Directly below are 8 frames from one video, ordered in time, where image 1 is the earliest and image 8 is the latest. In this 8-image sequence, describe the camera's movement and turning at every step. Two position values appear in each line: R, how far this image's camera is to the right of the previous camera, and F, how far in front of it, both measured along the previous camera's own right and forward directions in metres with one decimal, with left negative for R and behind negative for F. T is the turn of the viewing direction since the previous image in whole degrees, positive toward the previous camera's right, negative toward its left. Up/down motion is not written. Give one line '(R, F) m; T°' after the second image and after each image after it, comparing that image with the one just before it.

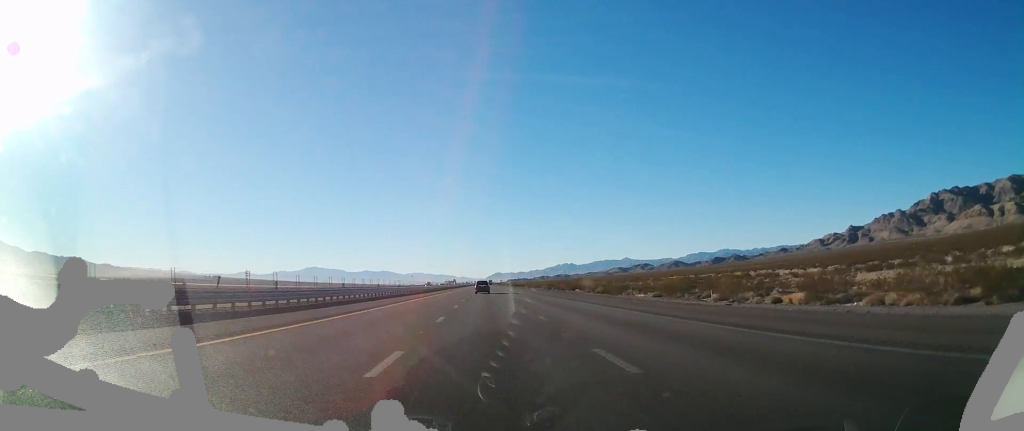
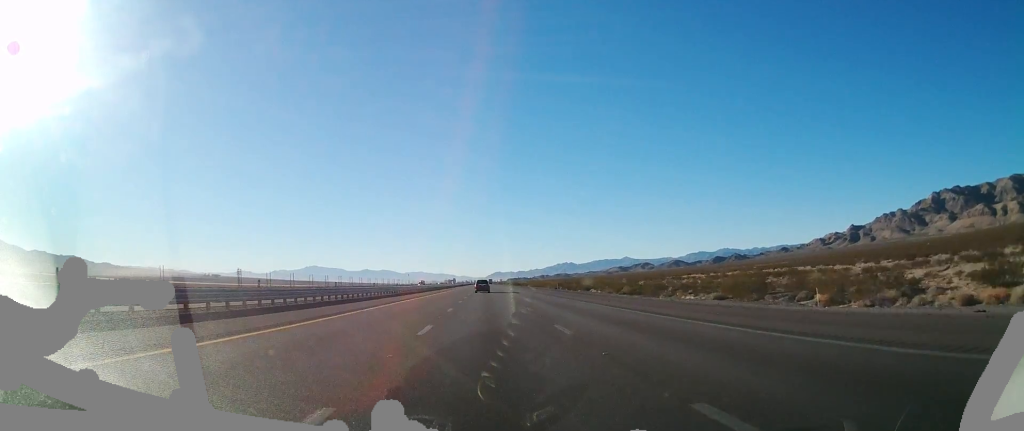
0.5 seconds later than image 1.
(0.0, +17.8) m; 0°
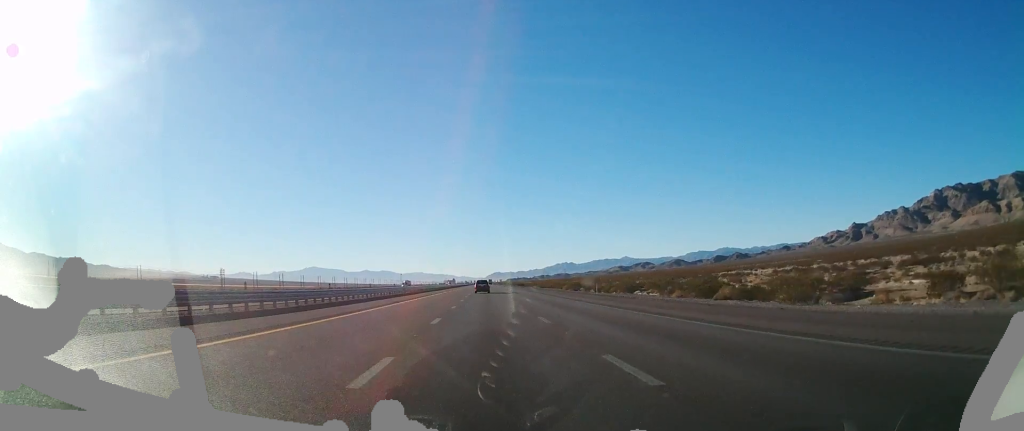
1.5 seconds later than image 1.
(0.0, +32.3) m; 0°
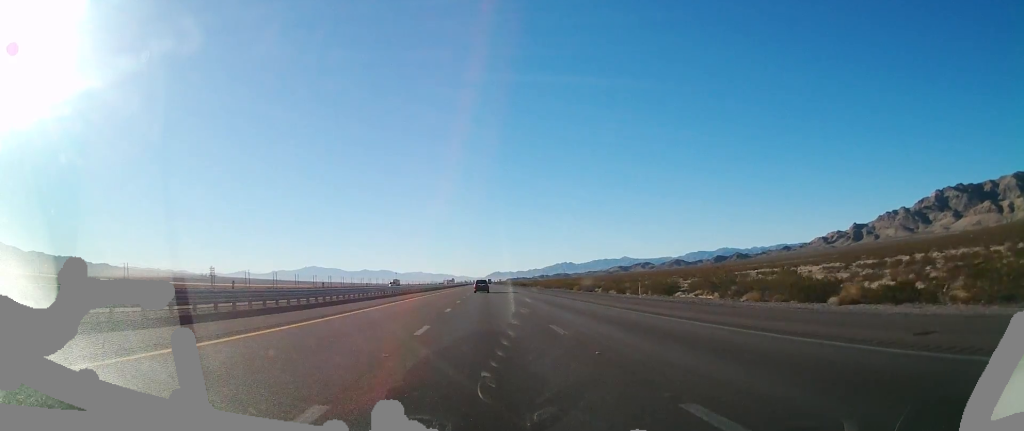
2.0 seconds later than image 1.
(0.0, +16.7) m; 0°
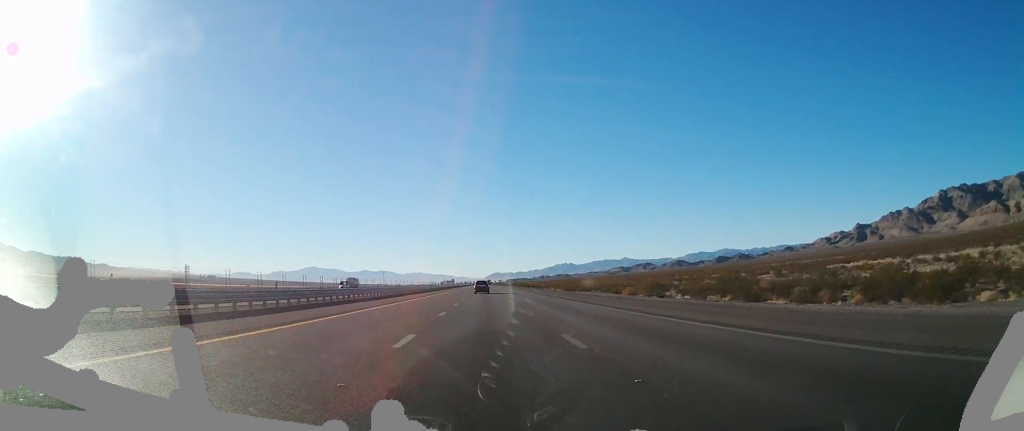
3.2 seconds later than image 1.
(+0.1, +39.9) m; 0°
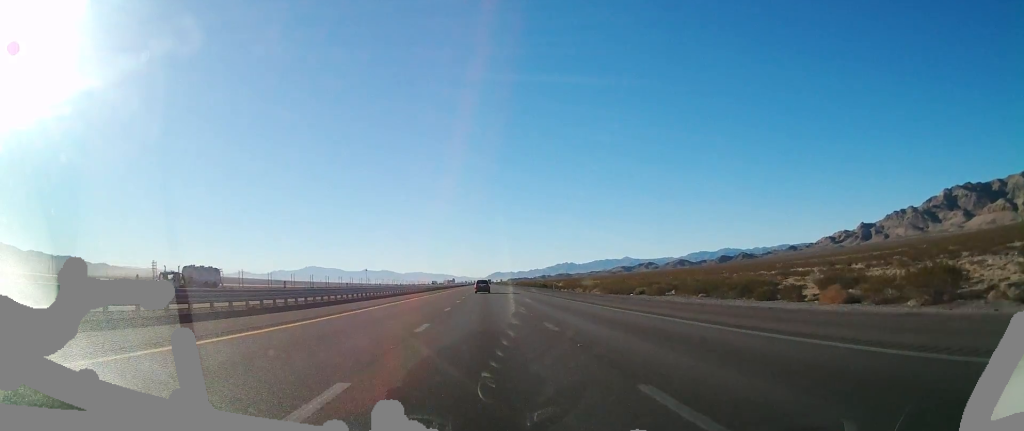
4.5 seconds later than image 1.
(0.0, +44.4) m; 0°
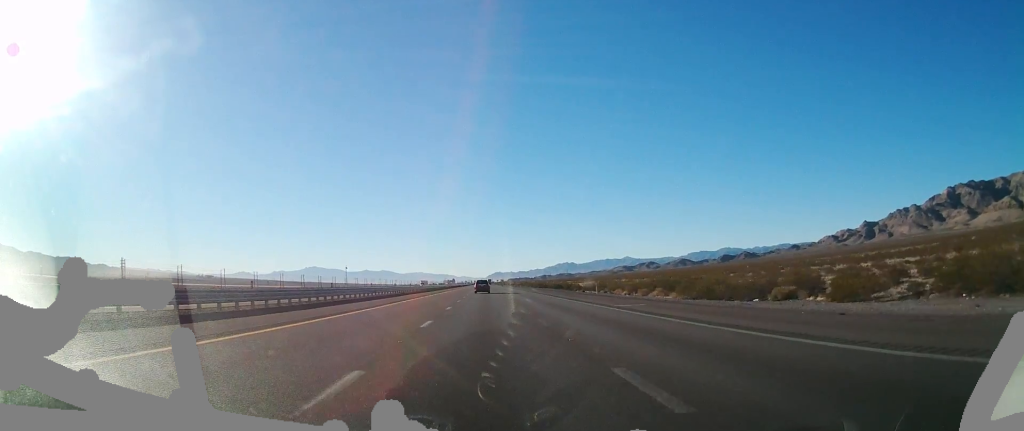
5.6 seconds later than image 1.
(+0.2, +35.4) m; +1°
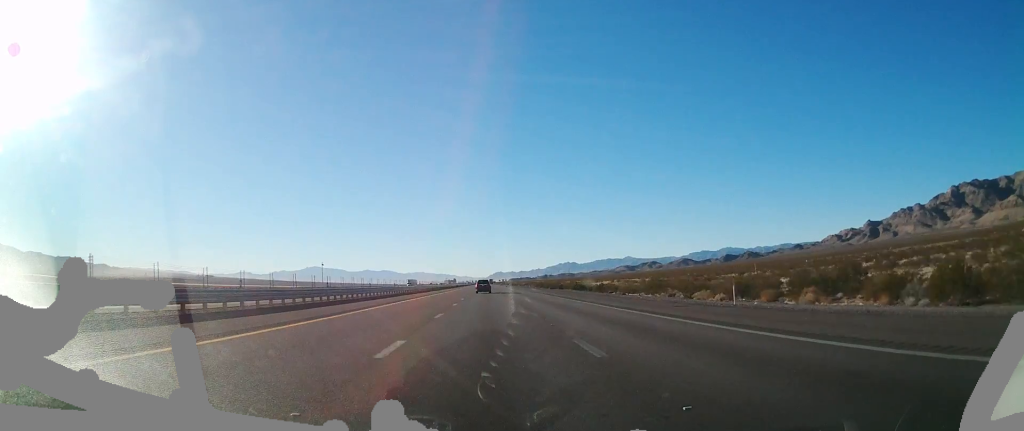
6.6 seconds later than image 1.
(+0.1, +32.1) m; 0°
